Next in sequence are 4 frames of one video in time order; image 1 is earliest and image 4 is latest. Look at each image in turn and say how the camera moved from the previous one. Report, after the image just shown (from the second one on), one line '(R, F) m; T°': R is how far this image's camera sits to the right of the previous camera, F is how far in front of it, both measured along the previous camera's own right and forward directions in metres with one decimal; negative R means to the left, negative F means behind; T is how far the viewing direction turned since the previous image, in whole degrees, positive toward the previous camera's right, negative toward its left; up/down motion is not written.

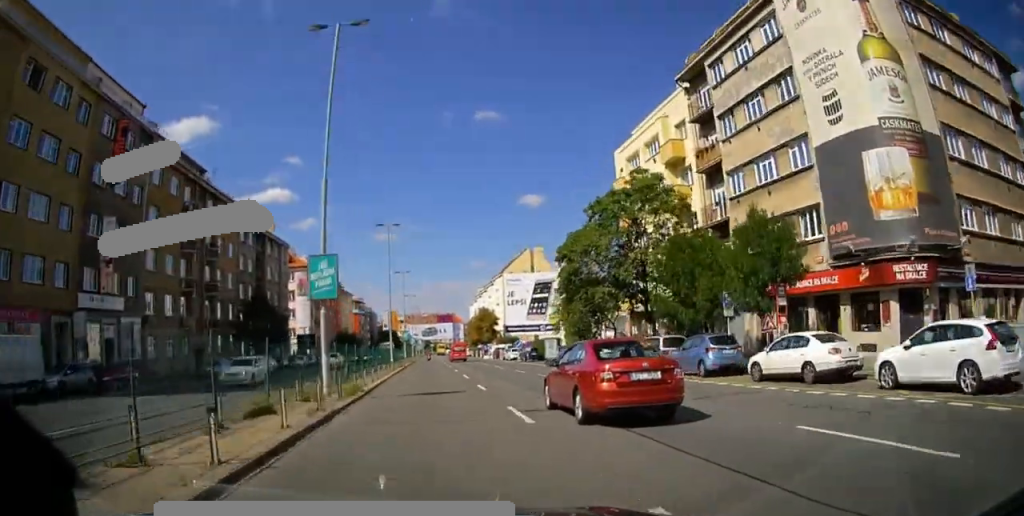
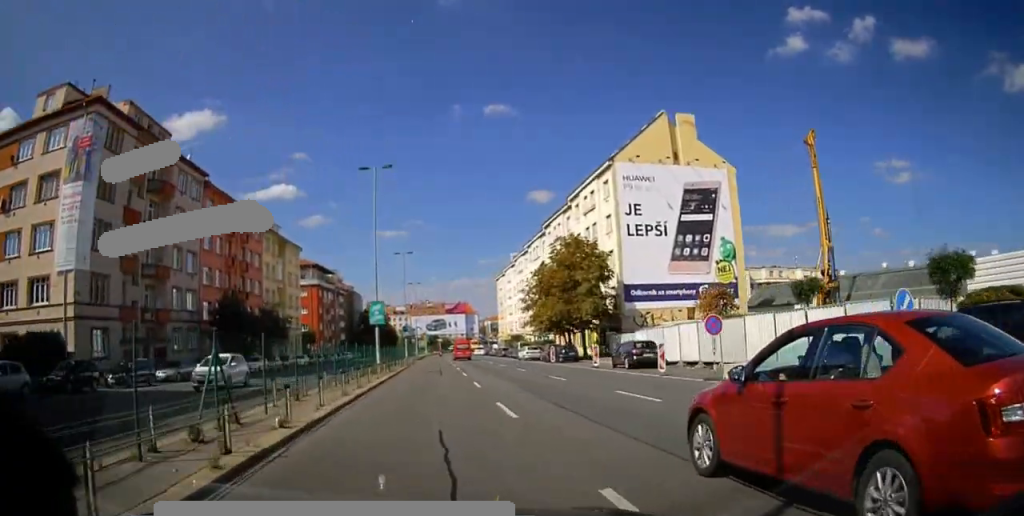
(-1.6, +79.4) m; -1°
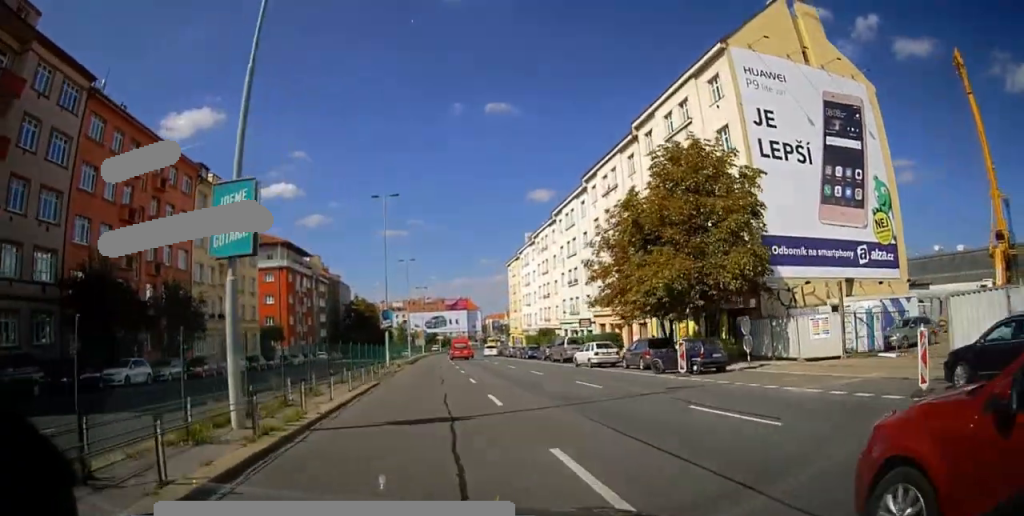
(0.0, +24.4) m; 0°
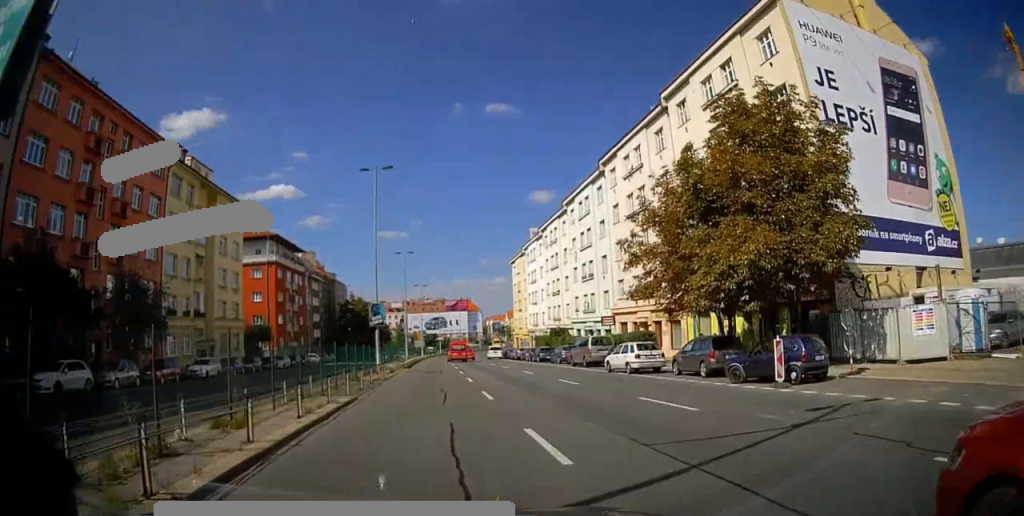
(0.0, +6.8) m; 0°
